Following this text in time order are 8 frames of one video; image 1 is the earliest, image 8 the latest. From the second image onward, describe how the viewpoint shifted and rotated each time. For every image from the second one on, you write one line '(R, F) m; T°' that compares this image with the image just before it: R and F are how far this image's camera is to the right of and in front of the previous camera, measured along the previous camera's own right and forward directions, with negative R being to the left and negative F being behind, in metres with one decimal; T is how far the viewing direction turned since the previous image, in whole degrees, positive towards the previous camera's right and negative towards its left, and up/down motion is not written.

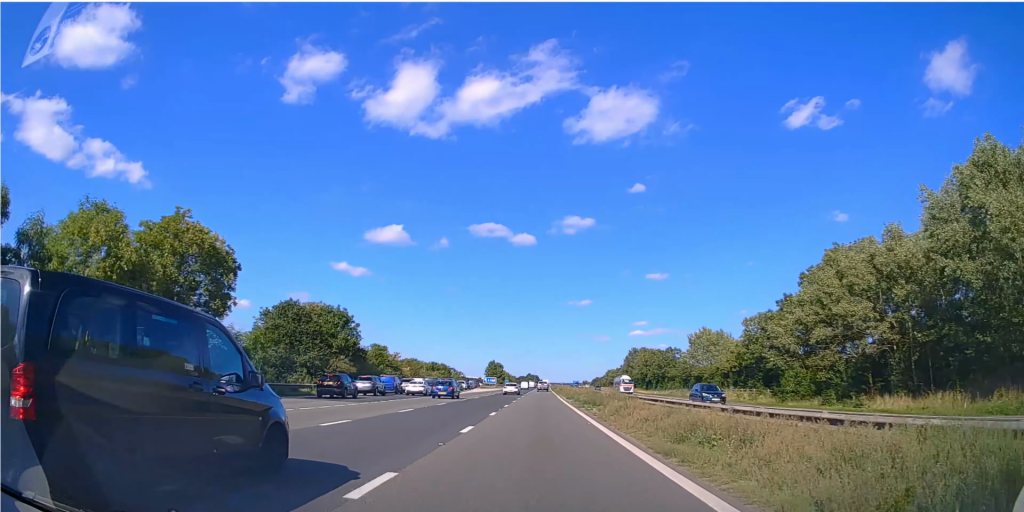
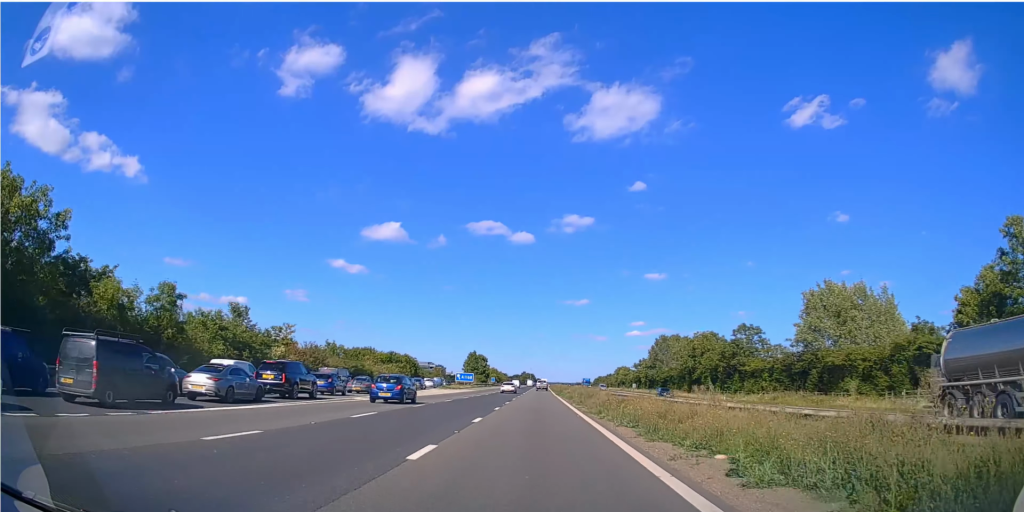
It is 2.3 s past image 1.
(+0.3, +53.0) m; 0°
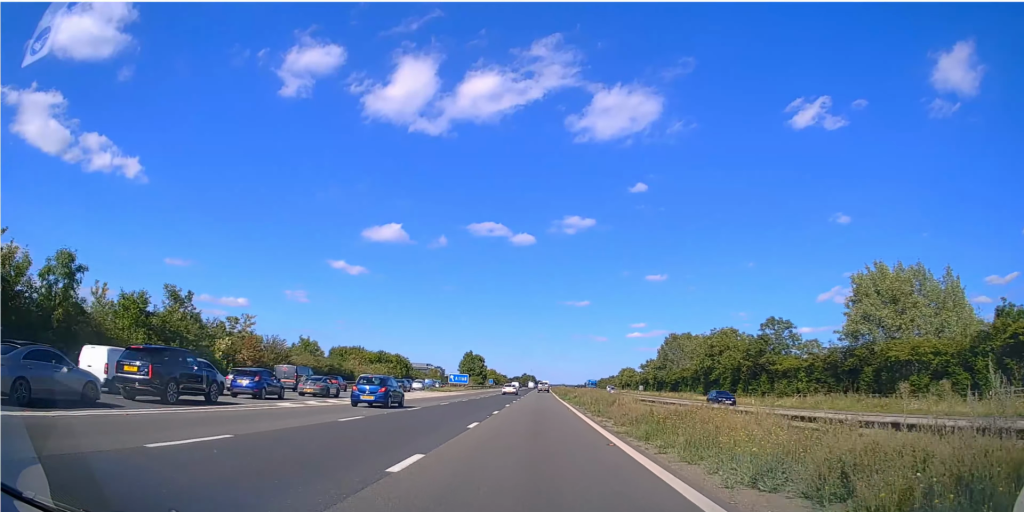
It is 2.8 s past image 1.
(0.0, +10.7) m; 0°
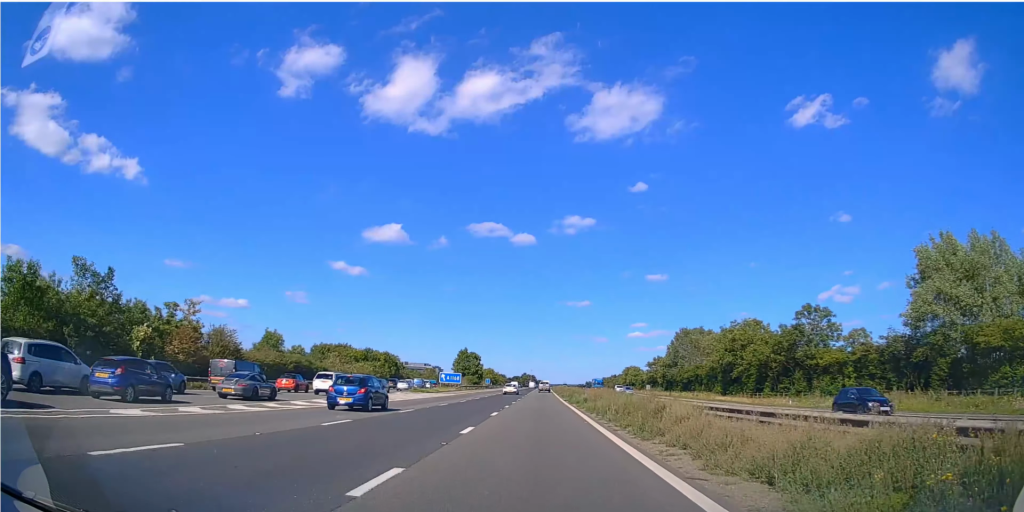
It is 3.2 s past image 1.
(0.0, +9.9) m; 0°
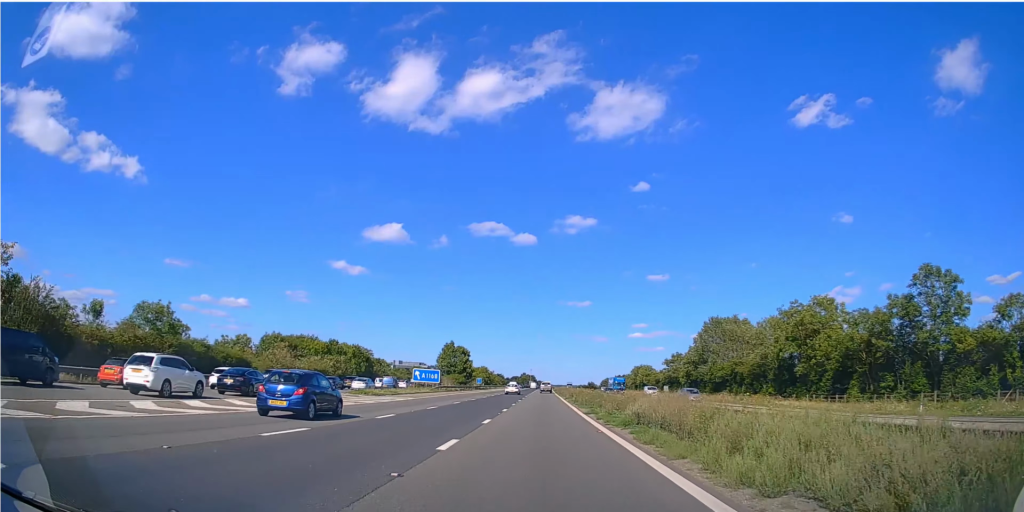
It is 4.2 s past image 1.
(0.0, +22.0) m; 0°
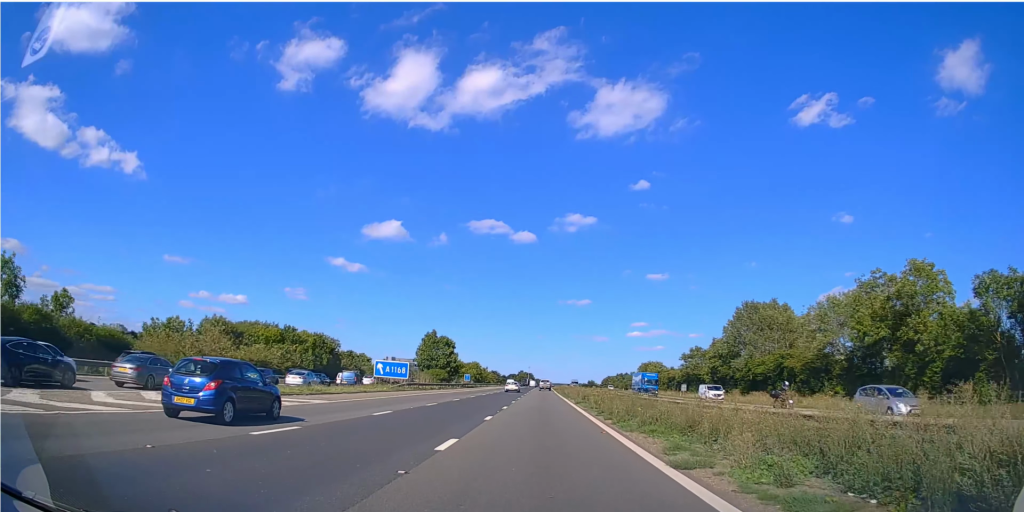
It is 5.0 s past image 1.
(0.0, +18.2) m; 0°
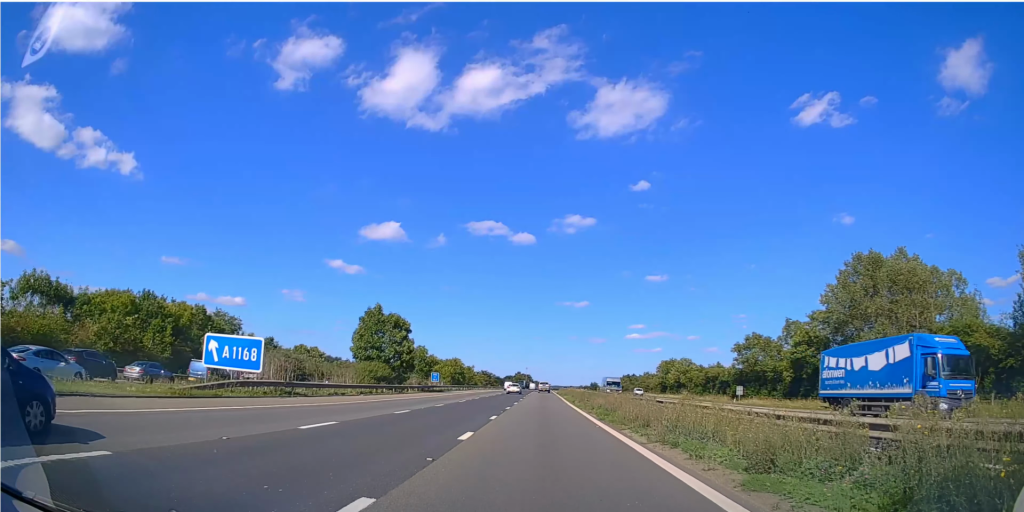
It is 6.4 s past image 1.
(+0.1, +33.3) m; 0°
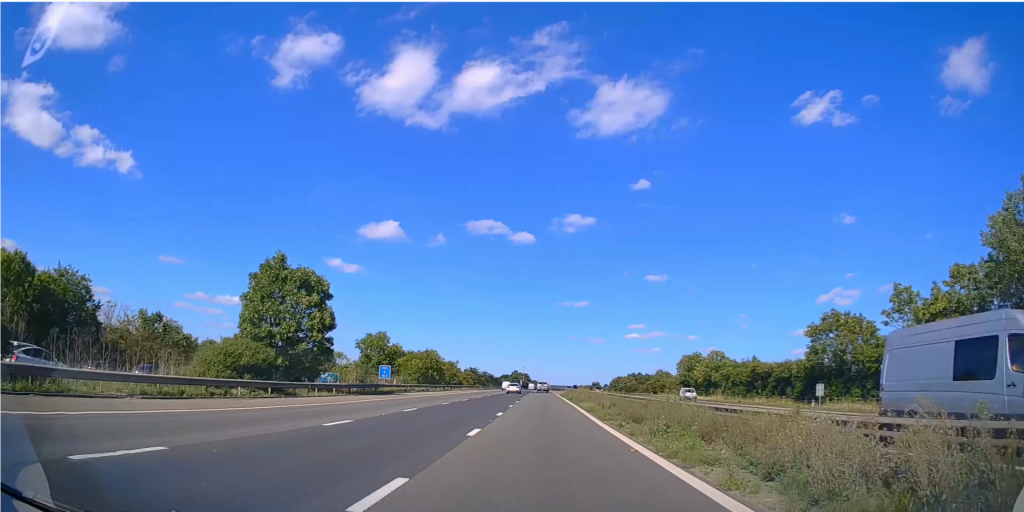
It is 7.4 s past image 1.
(0.0, +24.5) m; 0°
